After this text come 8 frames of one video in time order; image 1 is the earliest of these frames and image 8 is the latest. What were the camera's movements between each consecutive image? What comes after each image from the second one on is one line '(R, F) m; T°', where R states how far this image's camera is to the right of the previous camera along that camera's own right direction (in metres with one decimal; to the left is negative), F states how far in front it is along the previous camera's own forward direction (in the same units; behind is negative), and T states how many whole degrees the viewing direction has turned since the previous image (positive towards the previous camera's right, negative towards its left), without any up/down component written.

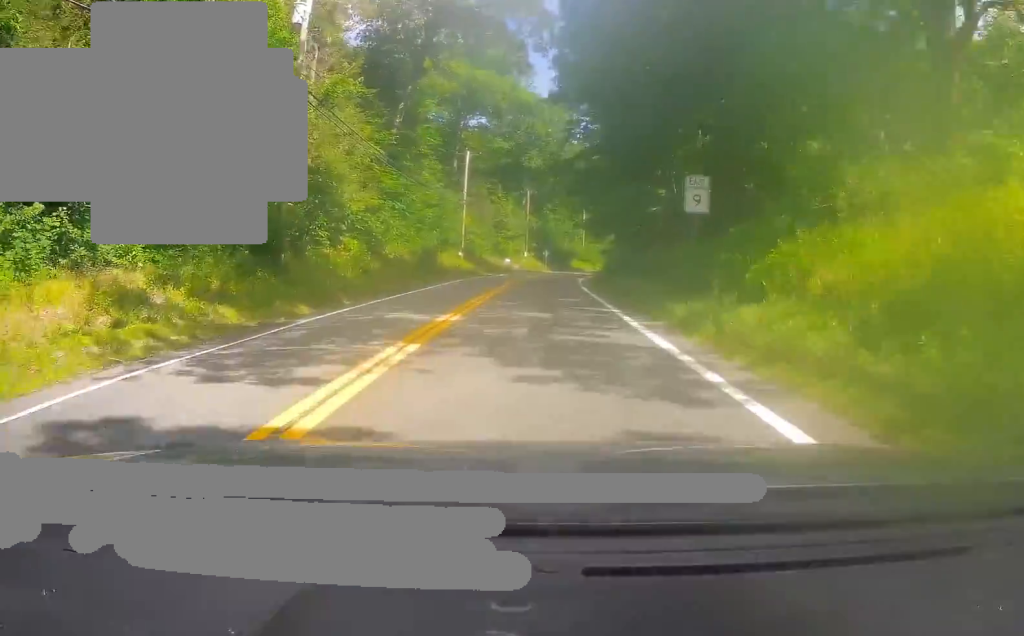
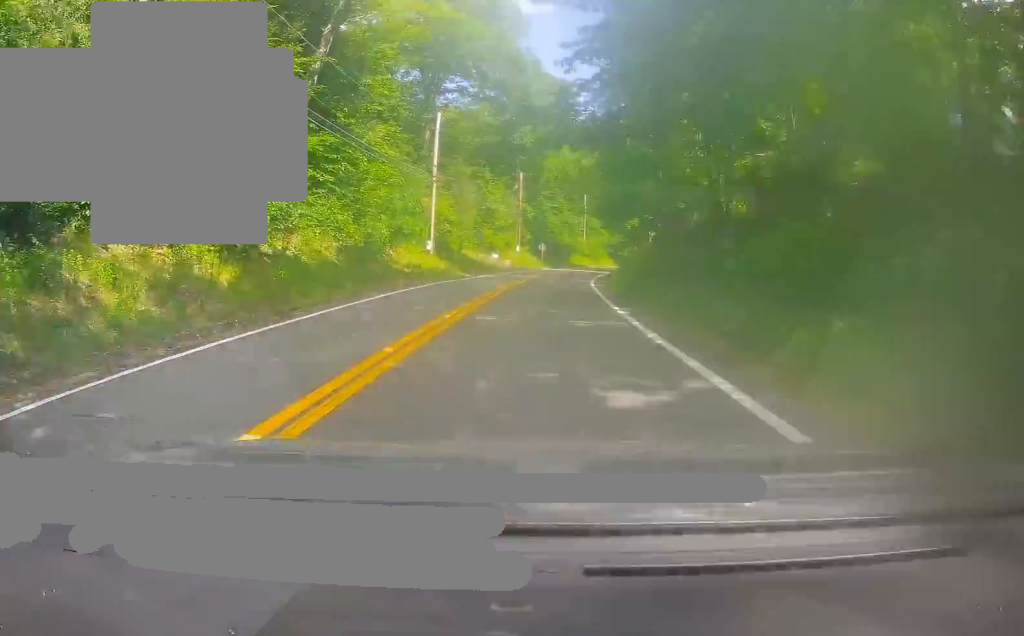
(0.0, +16.3) m; -1°
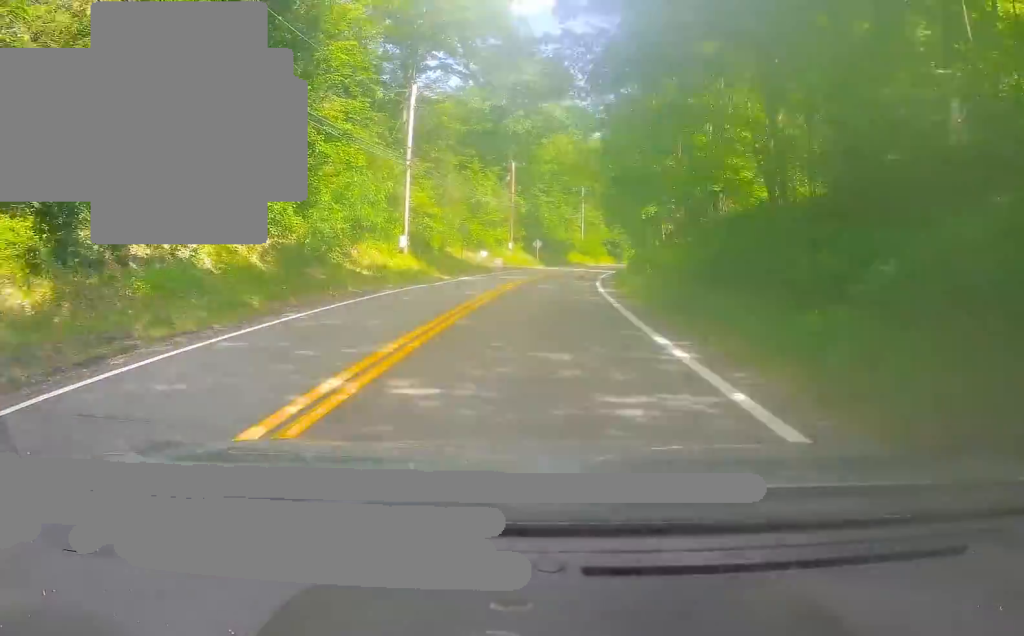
(-0.1, +7.3) m; 0°
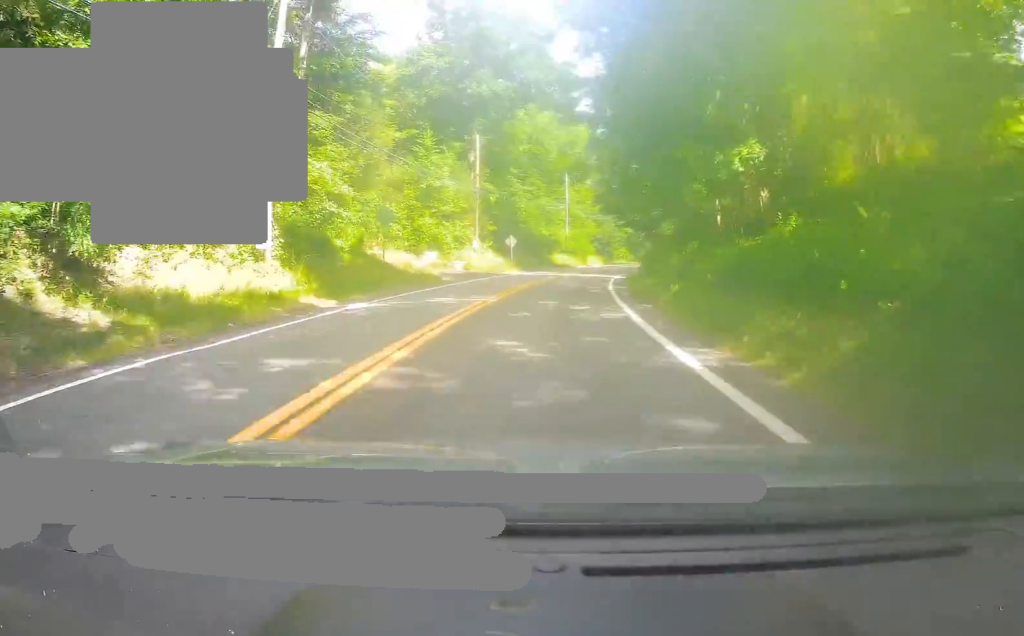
(+0.1, +19.6) m; +1°
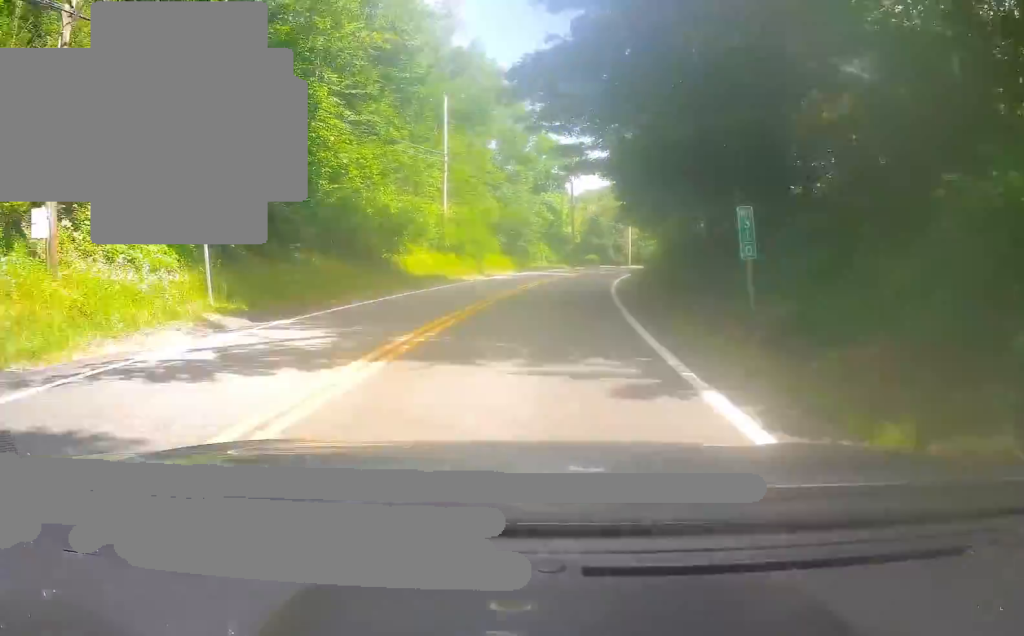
(+1.4, +44.0) m; +5°
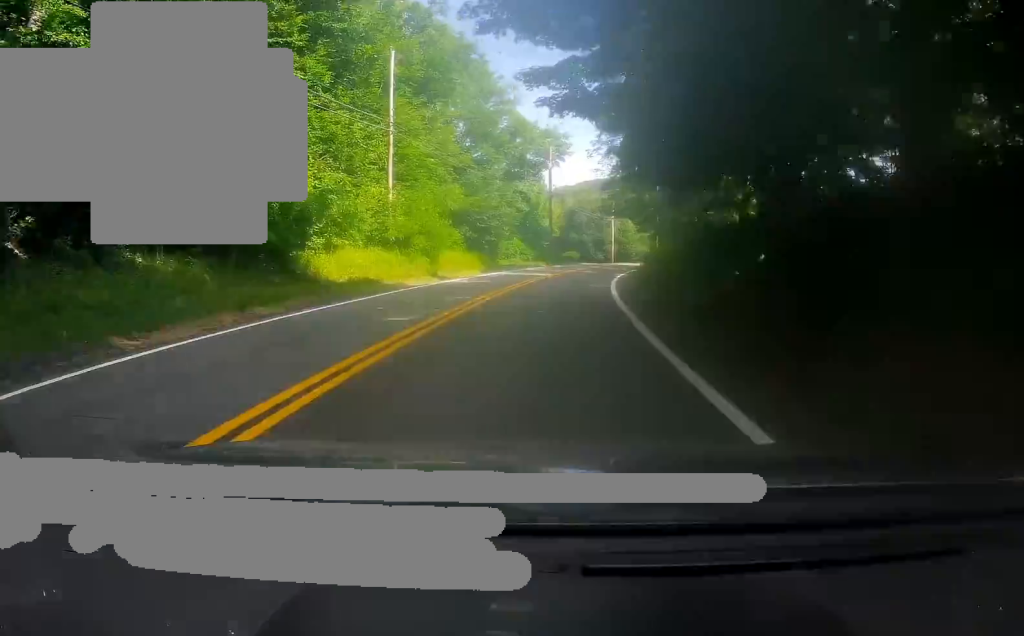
(+0.2, +10.2) m; +3°
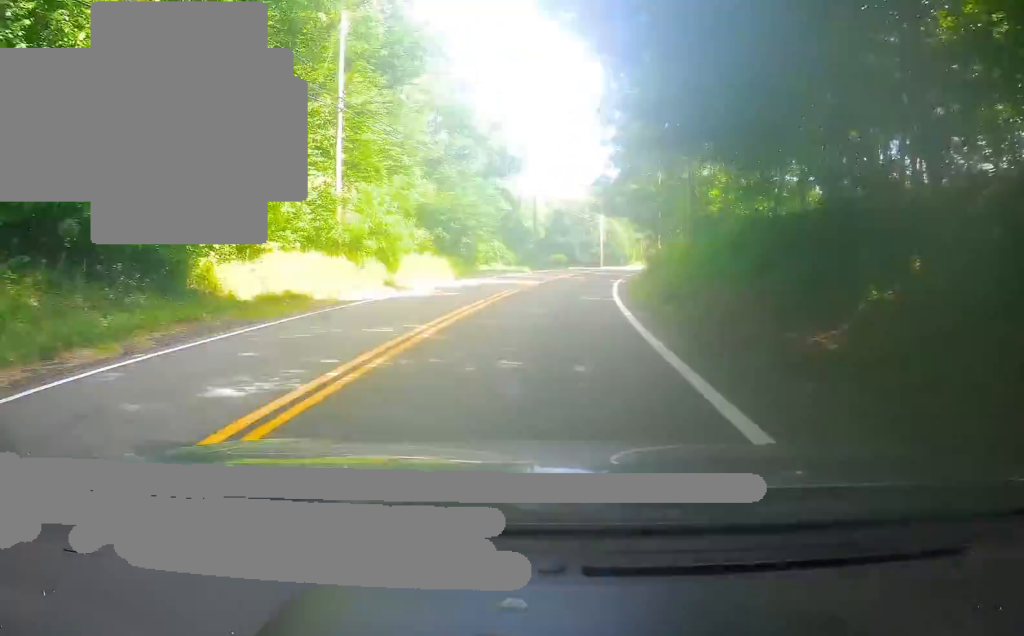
(+0.2, +6.7) m; +2°
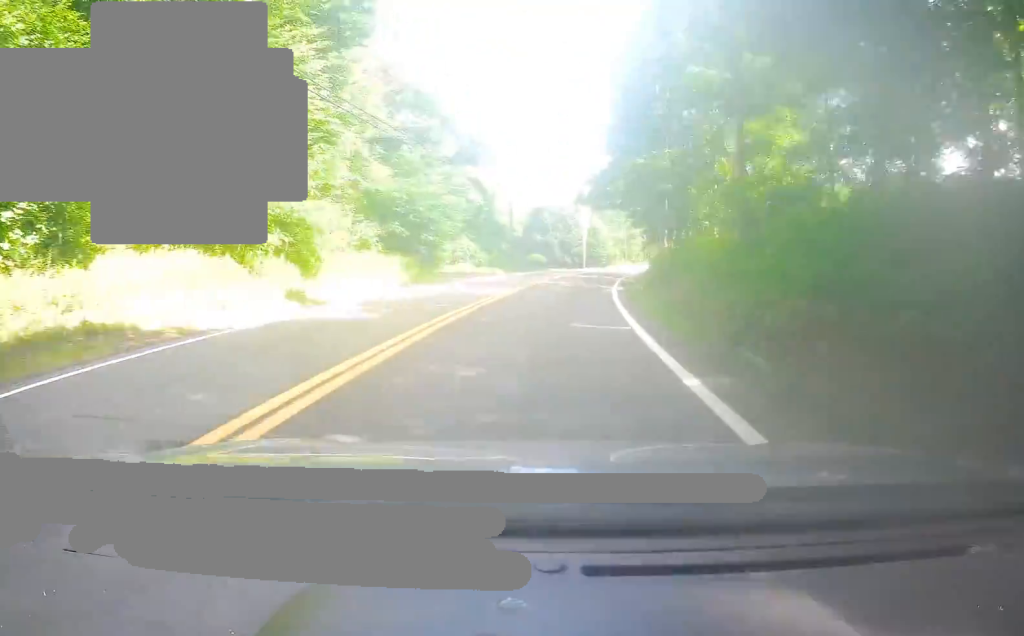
(+0.3, +8.4) m; +2°
